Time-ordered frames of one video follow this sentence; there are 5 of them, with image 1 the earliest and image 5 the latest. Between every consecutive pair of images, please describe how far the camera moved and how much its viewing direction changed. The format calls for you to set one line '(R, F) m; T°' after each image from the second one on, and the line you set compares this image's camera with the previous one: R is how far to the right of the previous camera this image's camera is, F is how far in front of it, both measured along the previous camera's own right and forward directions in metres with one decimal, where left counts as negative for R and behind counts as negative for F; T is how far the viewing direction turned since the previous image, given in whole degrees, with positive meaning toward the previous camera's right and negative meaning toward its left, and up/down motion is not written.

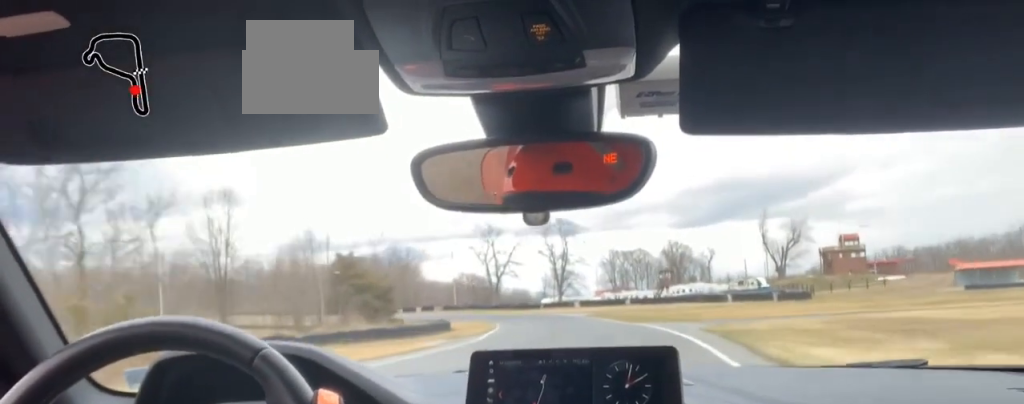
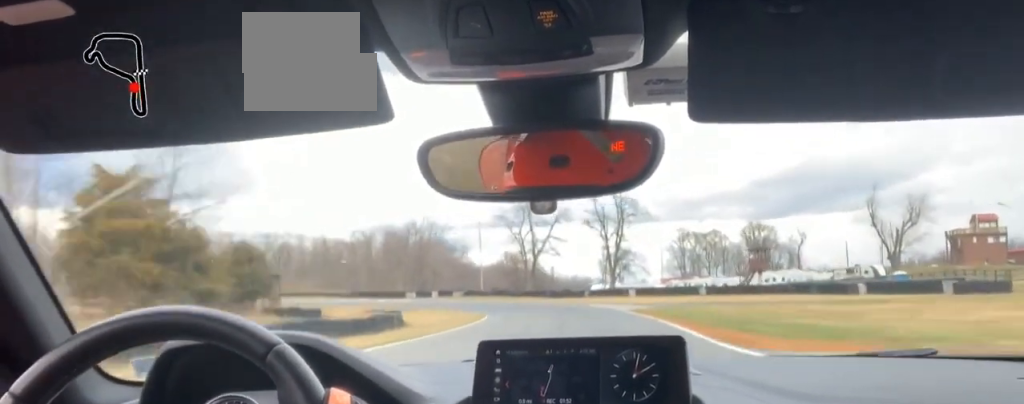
(-0.6, +39.1) m; -1°
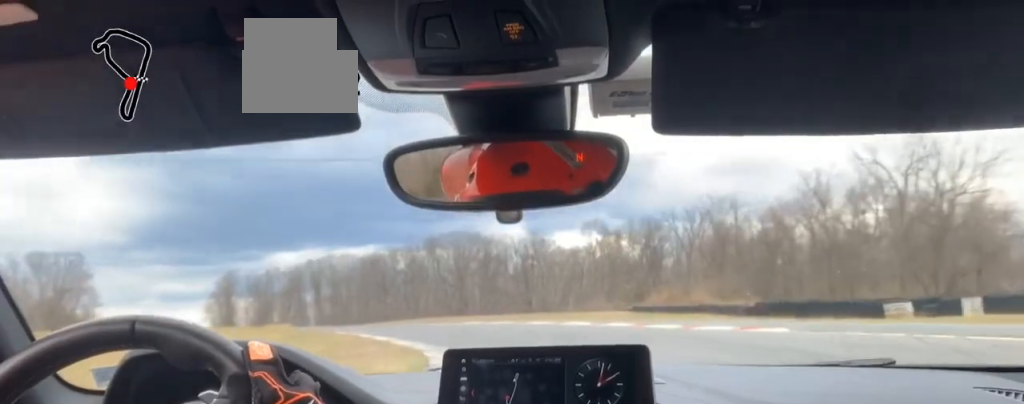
(-27.7, +91.4) m; -30°
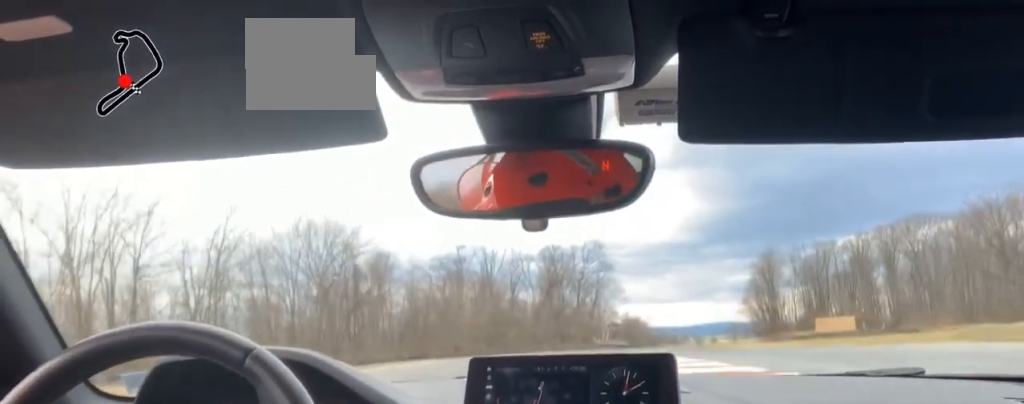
(-9.9, +66.9) m; -28°
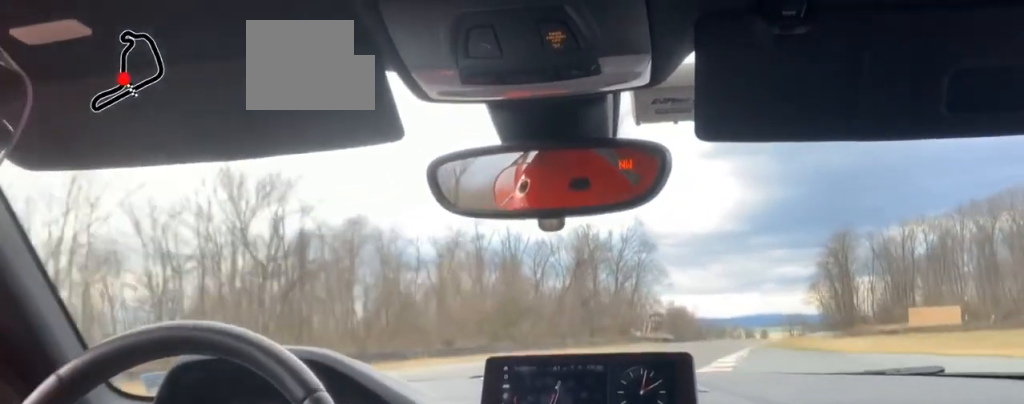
(-4.9, +30.7) m; -9°
